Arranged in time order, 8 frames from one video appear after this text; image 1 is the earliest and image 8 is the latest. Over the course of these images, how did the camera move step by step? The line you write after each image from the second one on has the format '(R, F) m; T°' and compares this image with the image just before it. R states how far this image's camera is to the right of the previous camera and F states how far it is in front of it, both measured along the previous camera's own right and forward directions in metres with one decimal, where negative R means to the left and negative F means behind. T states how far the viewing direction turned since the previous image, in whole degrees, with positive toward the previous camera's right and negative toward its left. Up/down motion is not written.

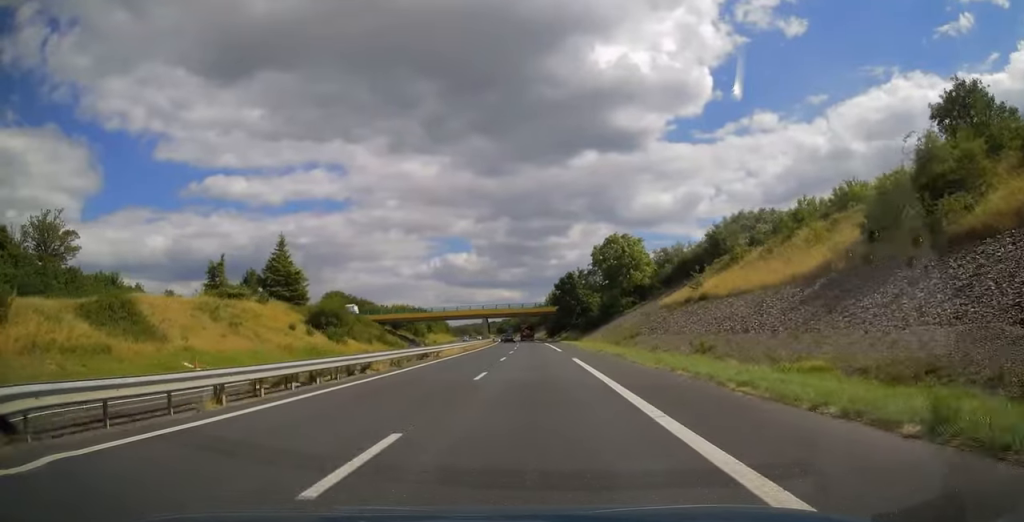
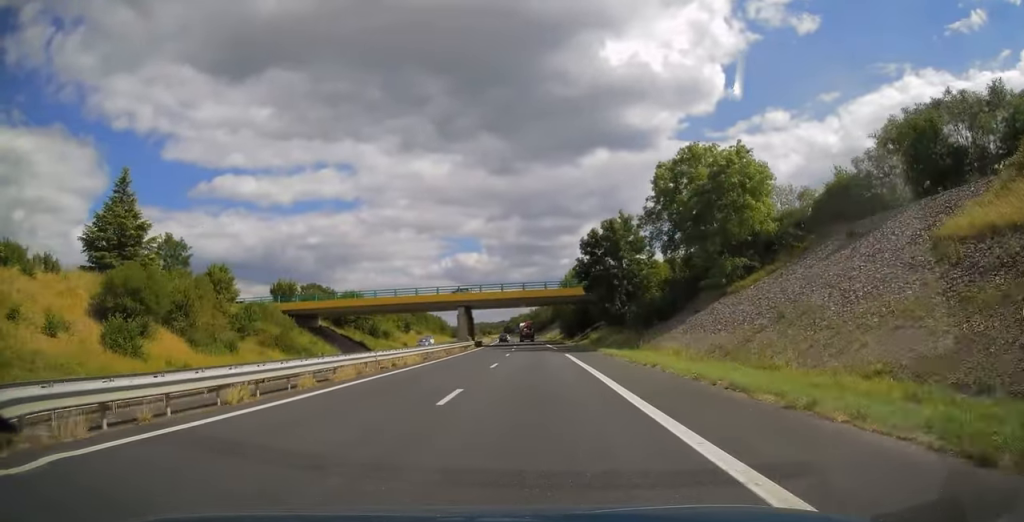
(-0.5, +46.3) m; -1°
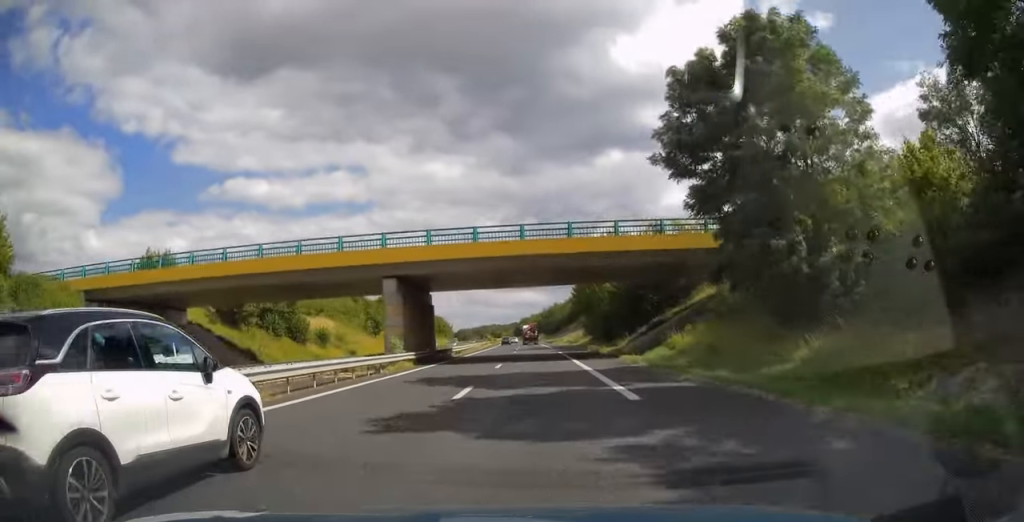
(-0.3, +38.4) m; -1°
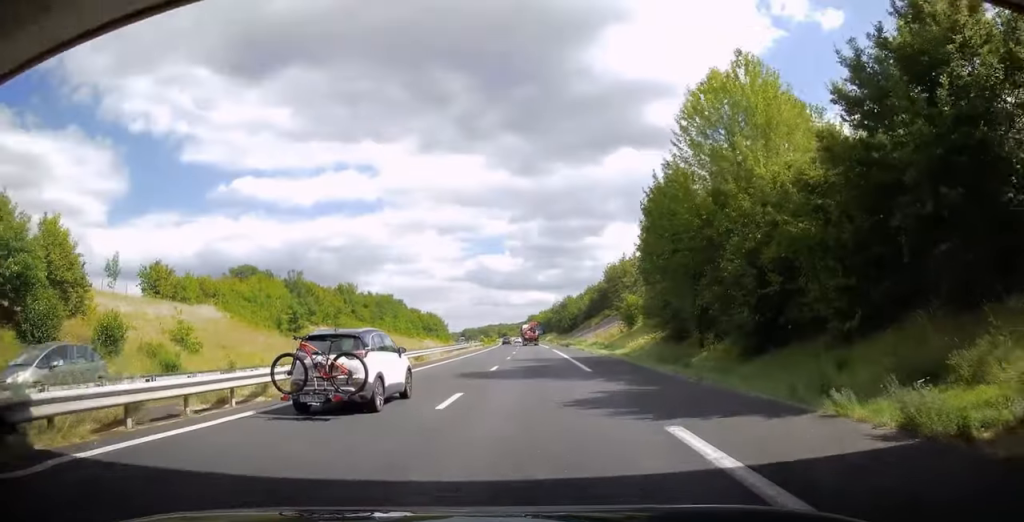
(-0.4, +41.3) m; -1°
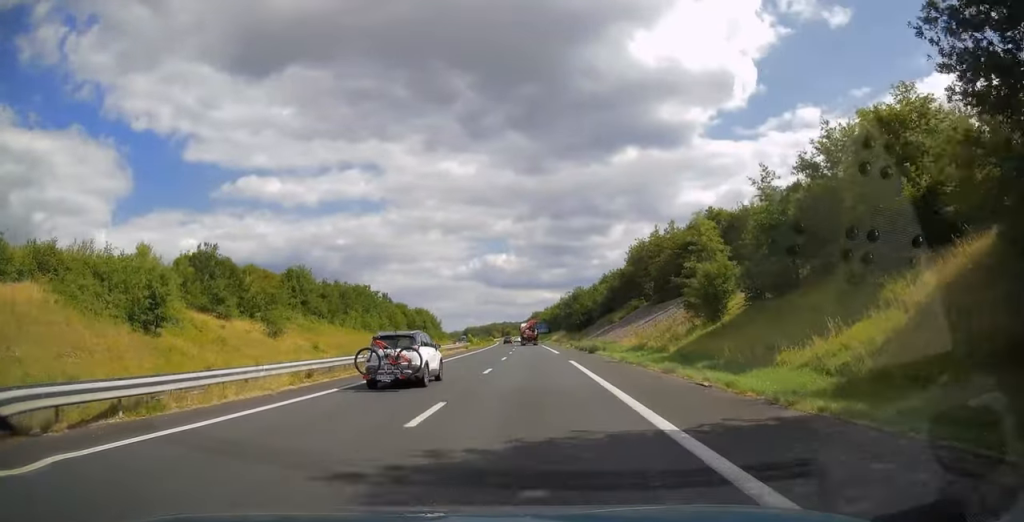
(-0.2, +28.8) m; -1°
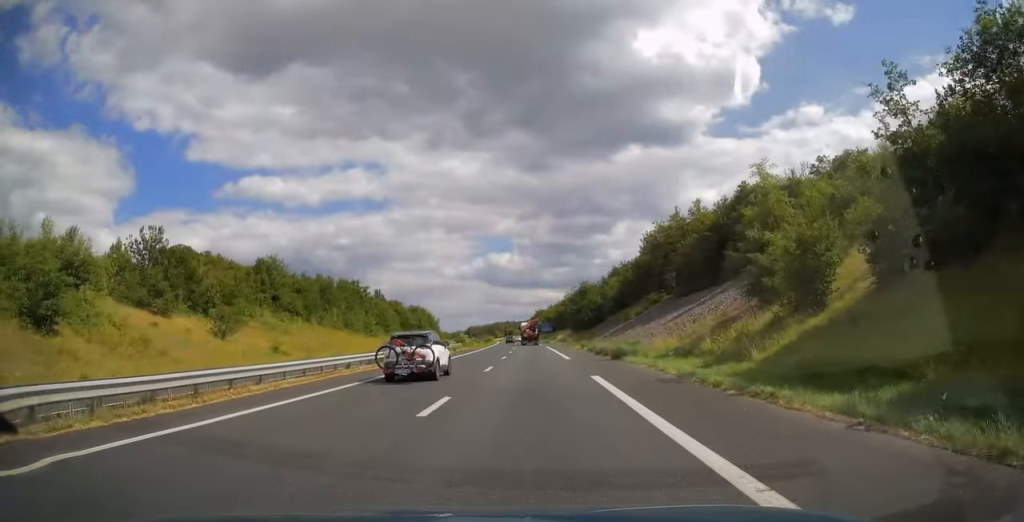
(-0.1, +12.2) m; 0°
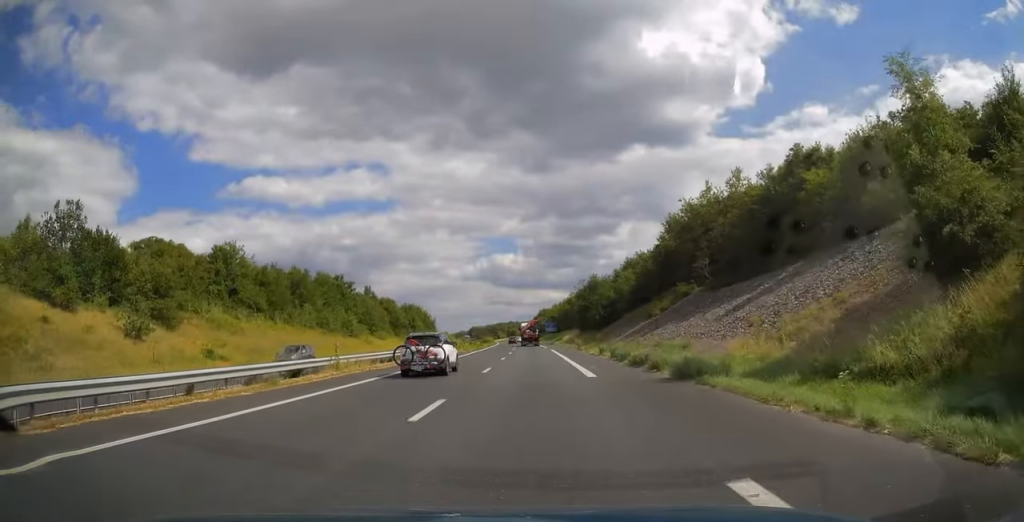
(-0.1, +13.7) m; 0°
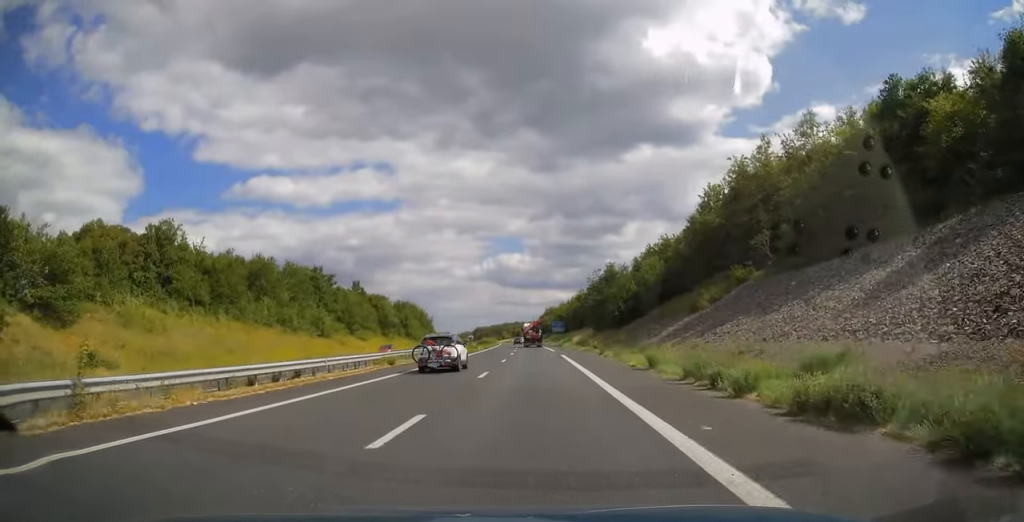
(0.0, +15.6) m; 0°
